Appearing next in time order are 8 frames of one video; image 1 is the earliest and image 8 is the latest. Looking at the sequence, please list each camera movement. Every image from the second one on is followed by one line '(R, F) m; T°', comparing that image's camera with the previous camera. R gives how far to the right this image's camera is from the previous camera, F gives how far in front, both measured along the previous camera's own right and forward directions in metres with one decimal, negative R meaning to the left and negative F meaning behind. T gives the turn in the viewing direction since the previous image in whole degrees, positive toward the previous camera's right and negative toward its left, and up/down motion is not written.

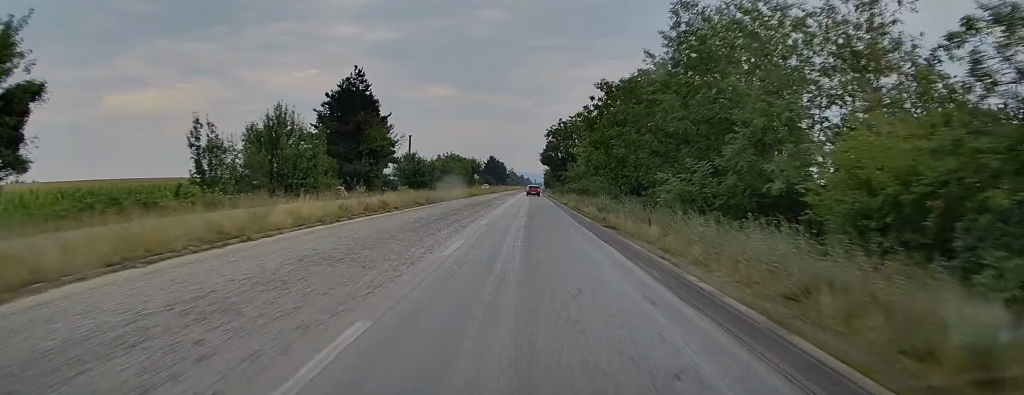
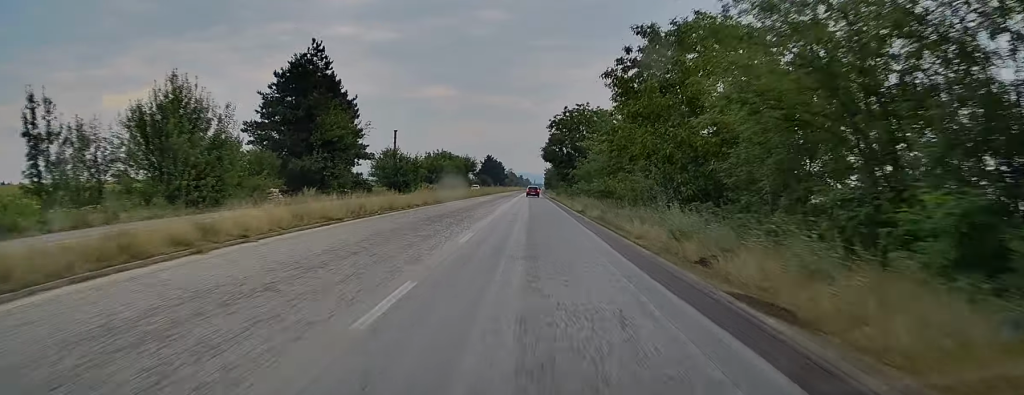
(0.0, +15.5) m; -1°
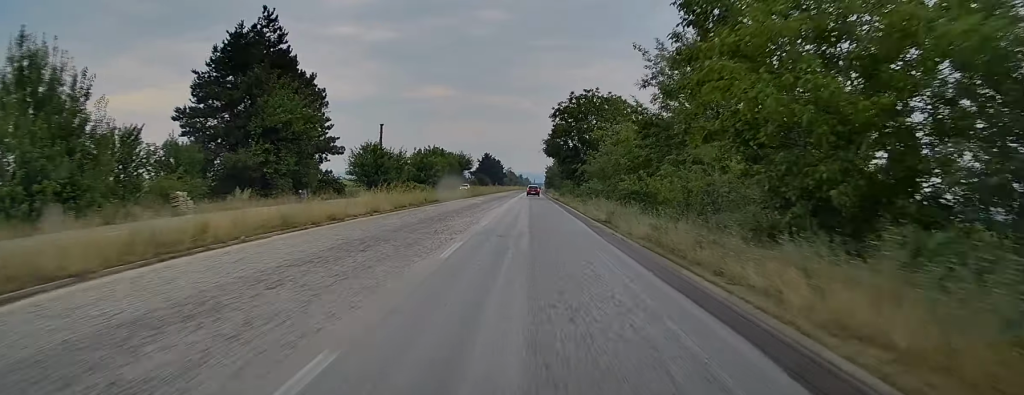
(-0.1, +12.1) m; 0°
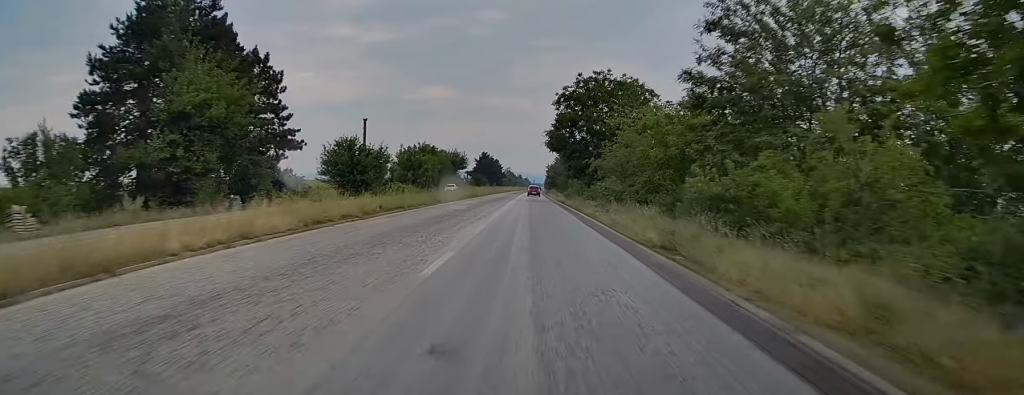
(-0.2, +11.5) m; 0°
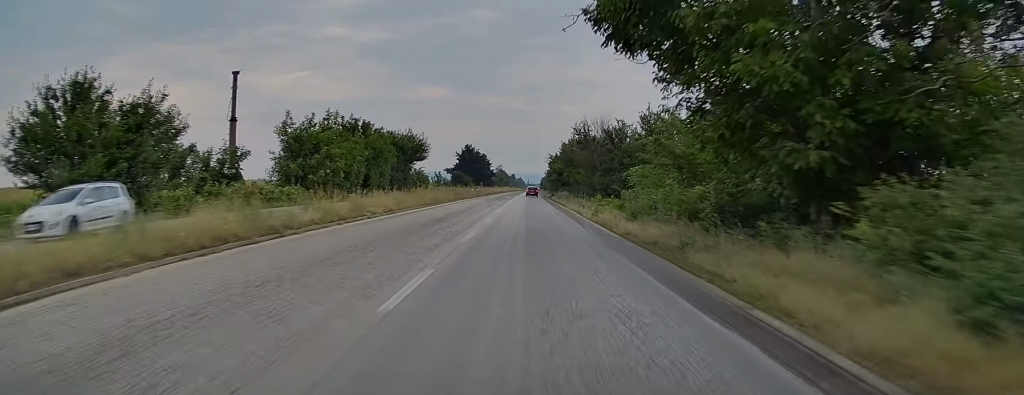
(+0.8, +47.1) m; +1°
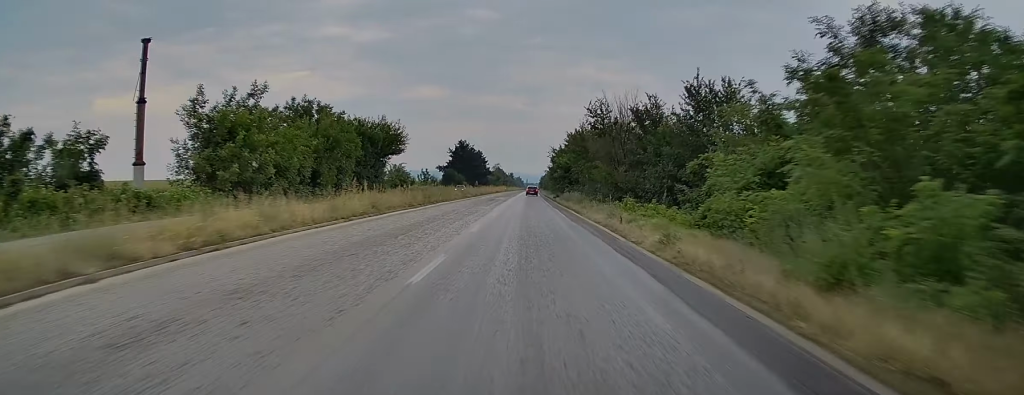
(+0.1, +15.5) m; 0°
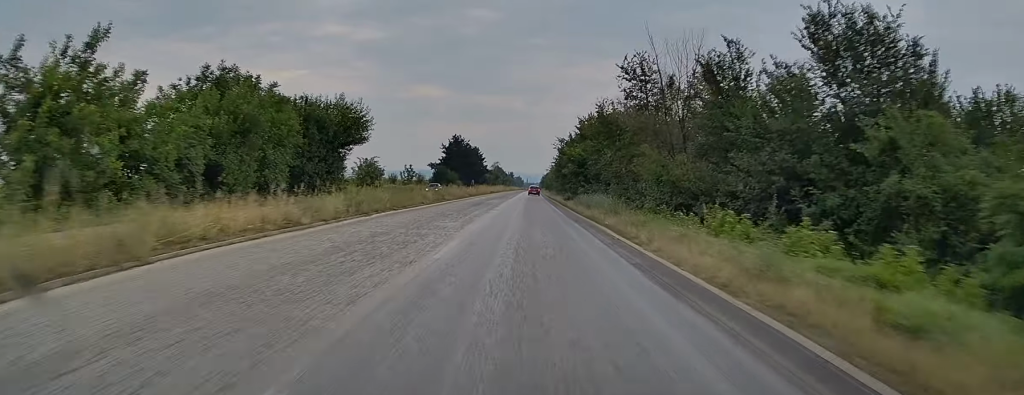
(0.0, +16.9) m; 0°
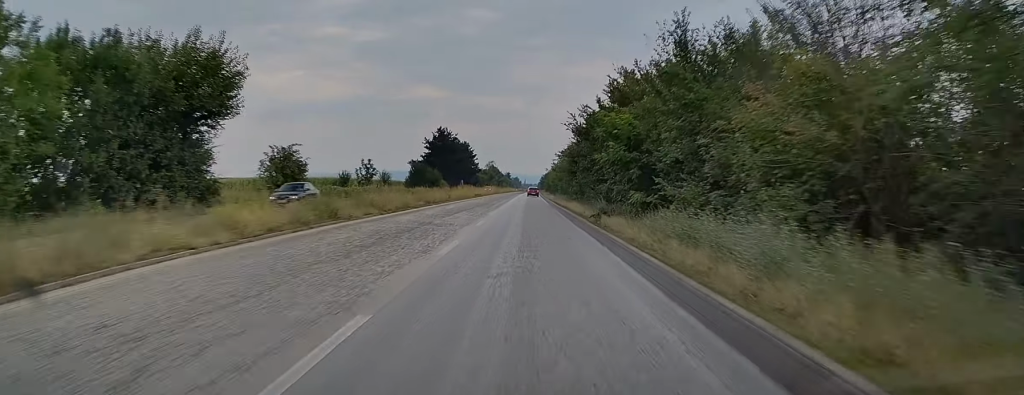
(0.0, +25.6) m; +1°
